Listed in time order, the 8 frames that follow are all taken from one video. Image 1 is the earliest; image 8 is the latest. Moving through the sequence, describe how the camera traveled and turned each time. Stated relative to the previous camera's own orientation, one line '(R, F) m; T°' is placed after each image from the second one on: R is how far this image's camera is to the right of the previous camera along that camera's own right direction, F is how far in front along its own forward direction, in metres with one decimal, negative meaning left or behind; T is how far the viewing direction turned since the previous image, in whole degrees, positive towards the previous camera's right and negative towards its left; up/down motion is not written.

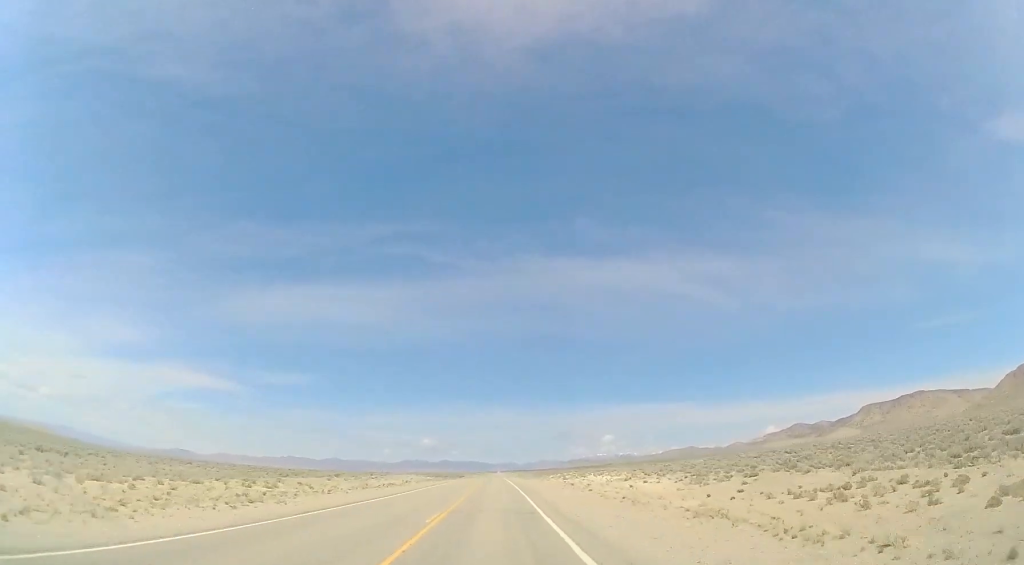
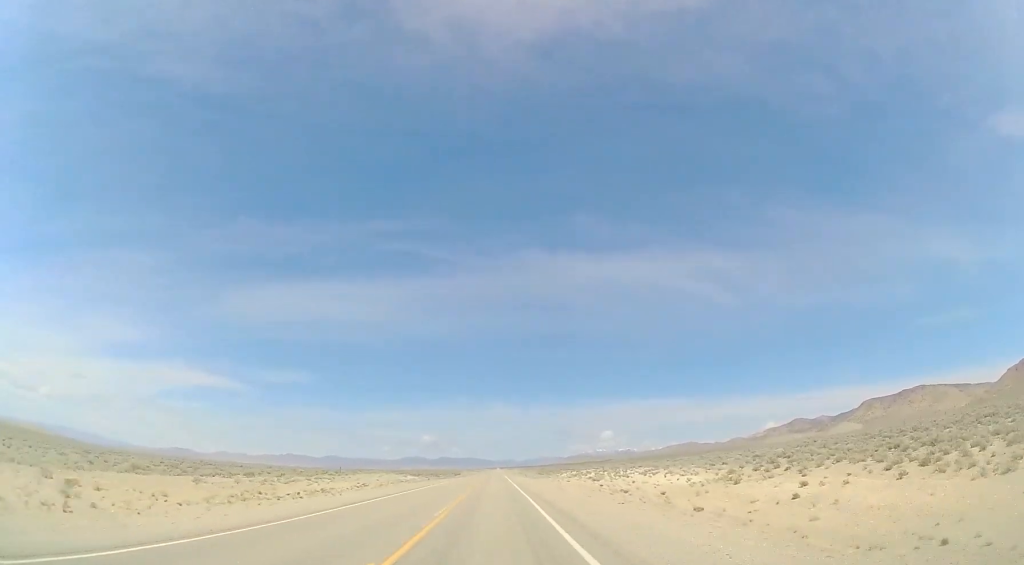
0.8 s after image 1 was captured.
(-0.1, +22.2) m; +1°
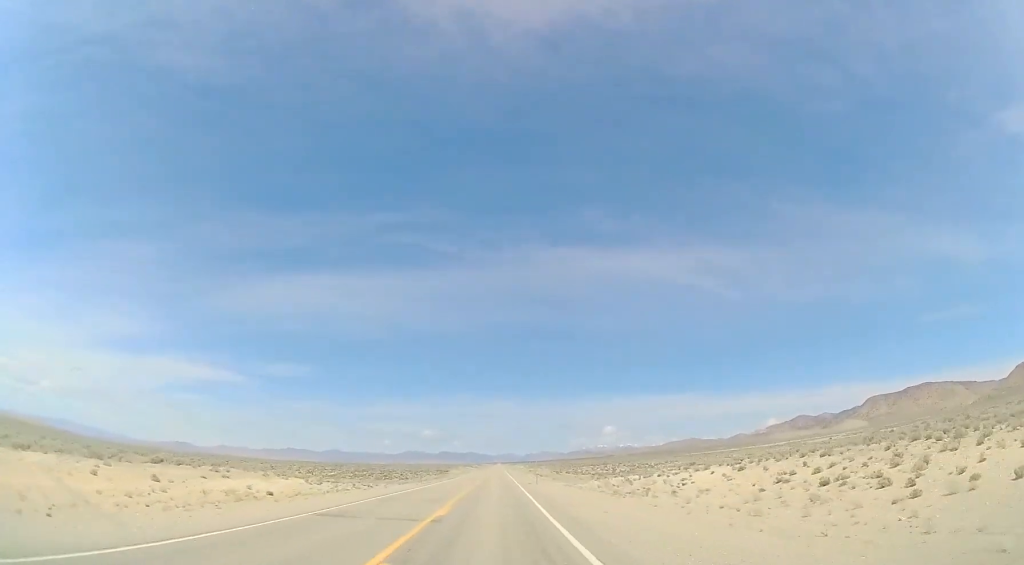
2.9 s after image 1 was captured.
(+0.1, +62.0) m; -1°
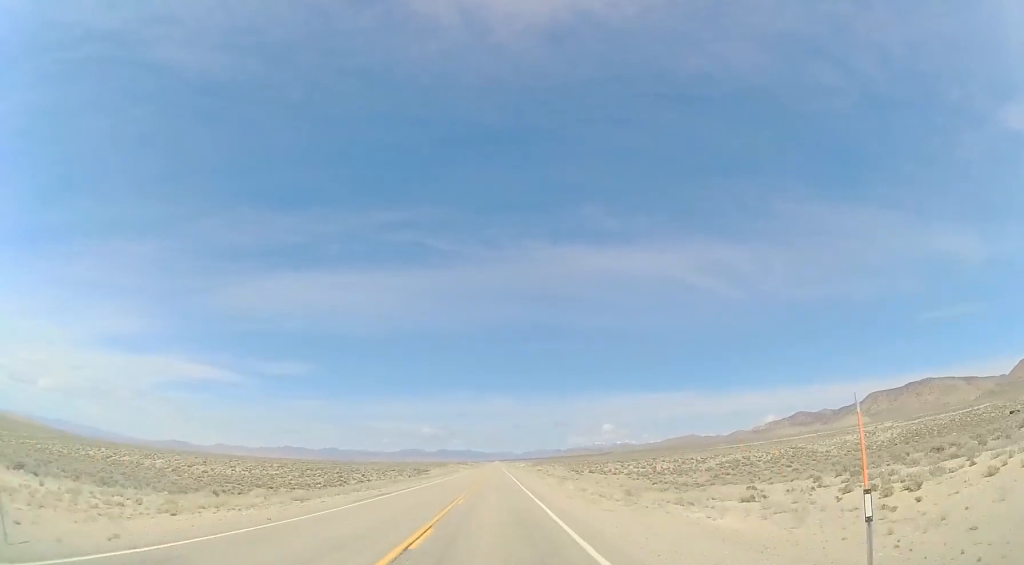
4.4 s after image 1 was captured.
(+0.3, +43.7) m; +1°
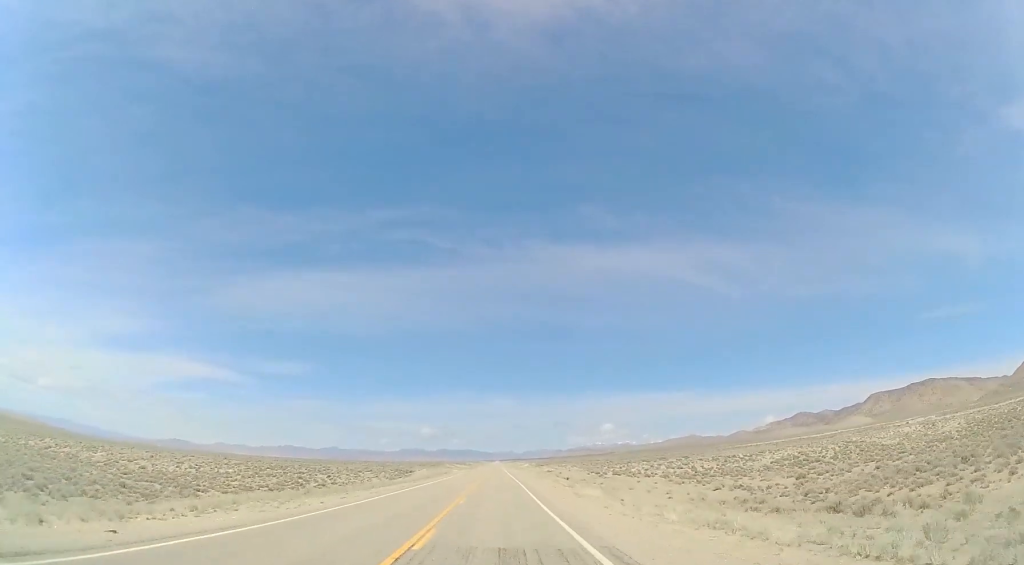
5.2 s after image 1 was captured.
(+0.2, +24.4) m; +1°
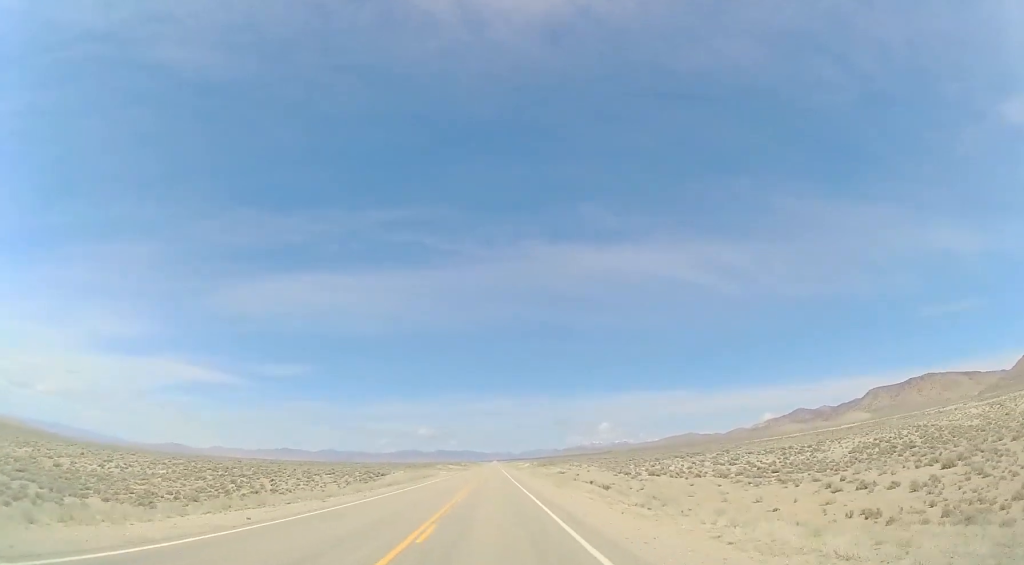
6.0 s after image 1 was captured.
(0.0, +23.5) m; 0°
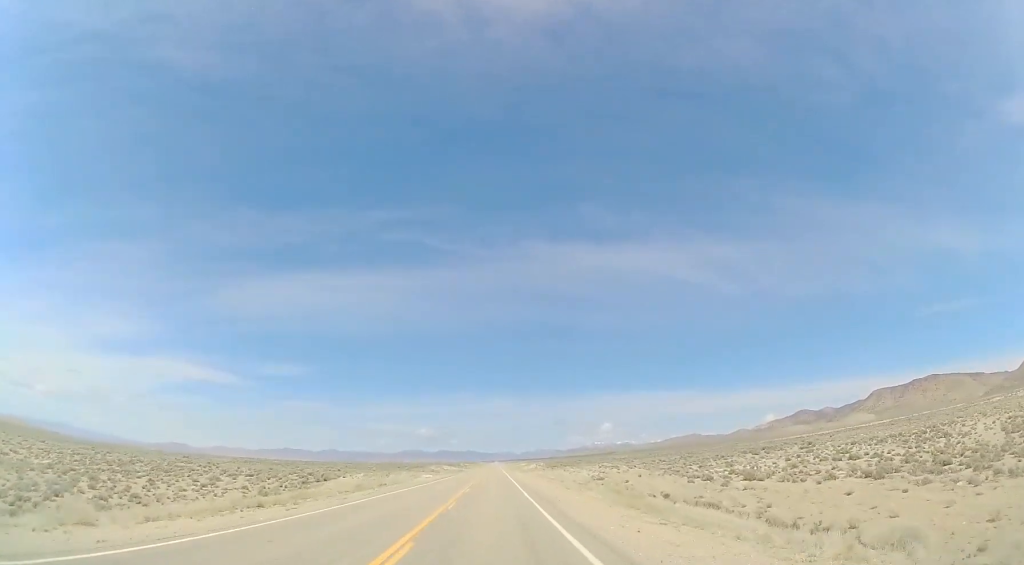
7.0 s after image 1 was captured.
(+0.2, +27.7) m; 0°
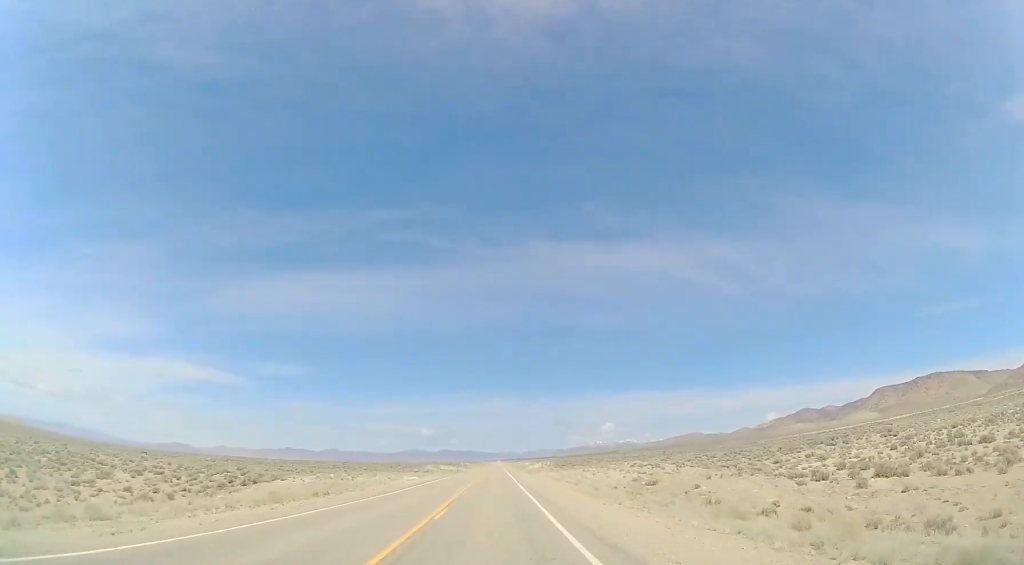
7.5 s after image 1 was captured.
(-0.1, +17.0) m; 0°
